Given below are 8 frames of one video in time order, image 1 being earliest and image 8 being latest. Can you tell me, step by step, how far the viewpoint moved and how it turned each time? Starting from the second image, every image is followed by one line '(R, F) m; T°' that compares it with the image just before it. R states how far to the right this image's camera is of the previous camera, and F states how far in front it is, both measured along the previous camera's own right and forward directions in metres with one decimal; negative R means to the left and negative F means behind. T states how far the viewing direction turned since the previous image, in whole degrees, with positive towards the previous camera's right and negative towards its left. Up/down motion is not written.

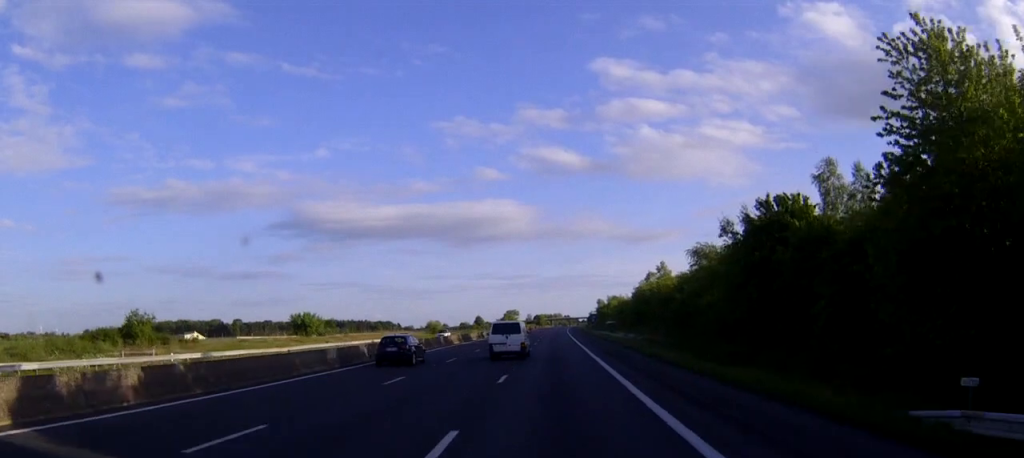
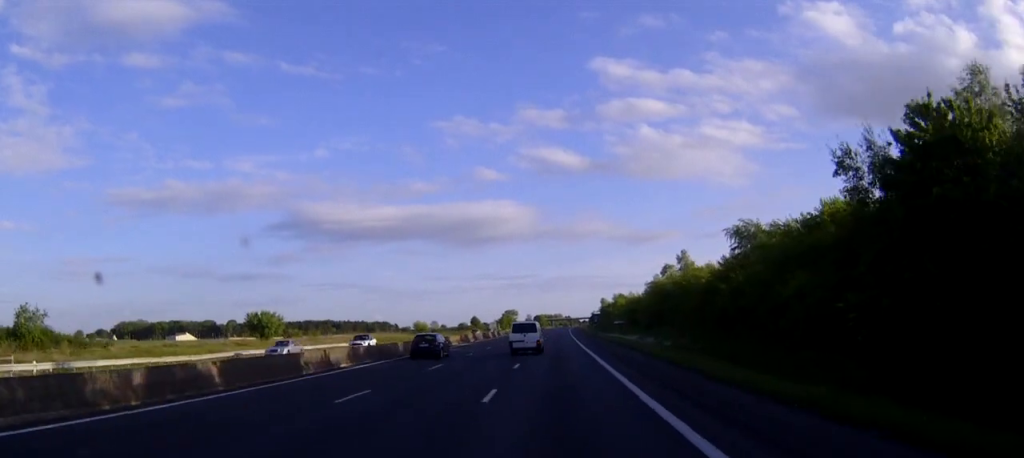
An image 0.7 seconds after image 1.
(0.0, +18.4) m; 0°
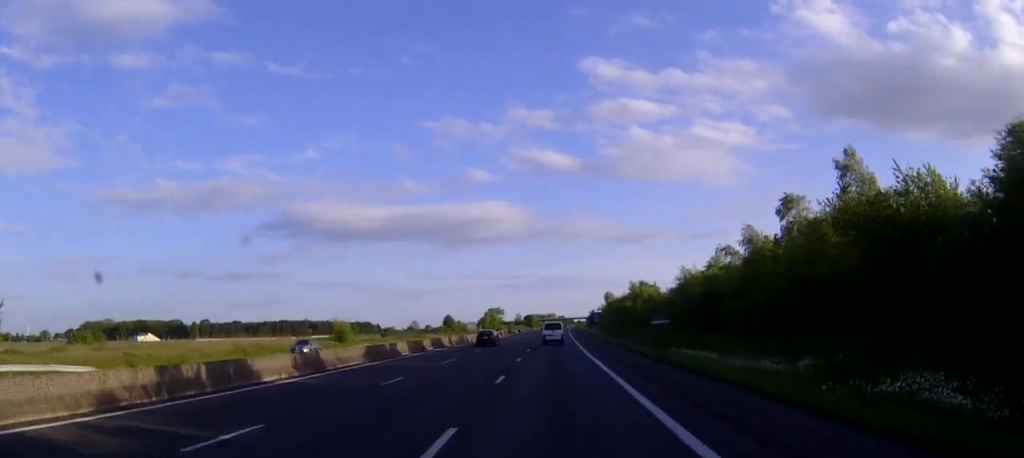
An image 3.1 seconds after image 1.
(+0.2, +59.5) m; +1°
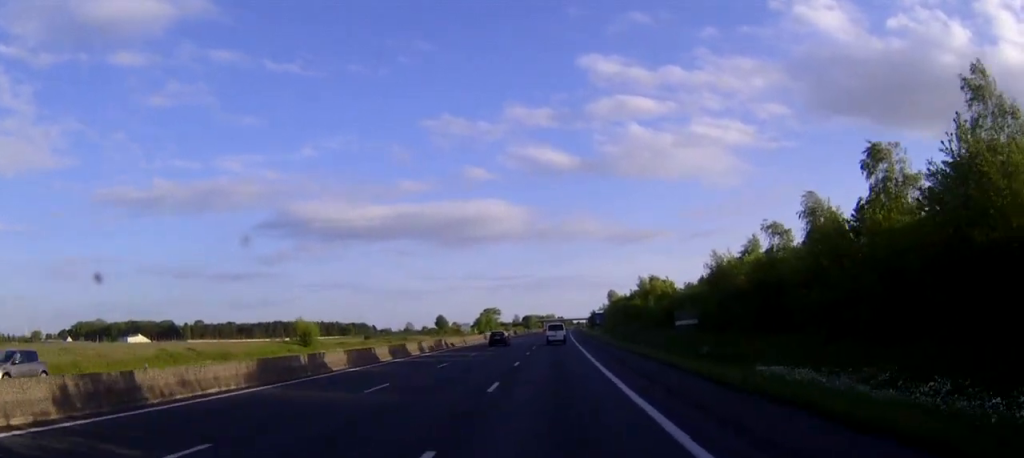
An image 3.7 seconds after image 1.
(0.0, +15.1) m; 0°
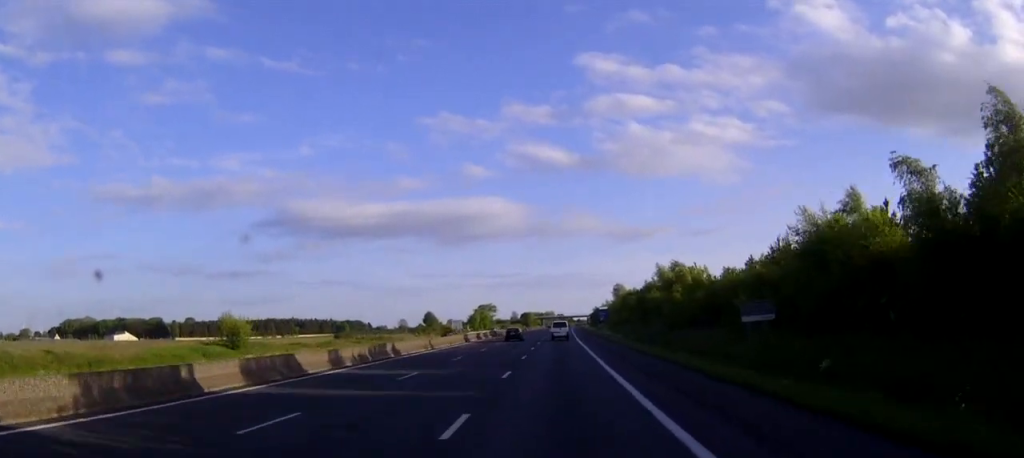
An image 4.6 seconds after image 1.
(0.0, +21.9) m; 0°
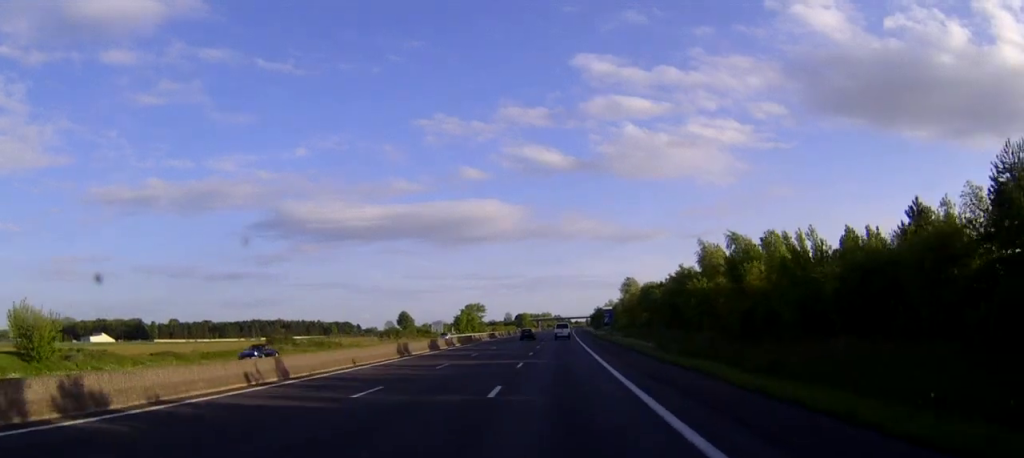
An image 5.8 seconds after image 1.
(0.0, +32.2) m; 0°
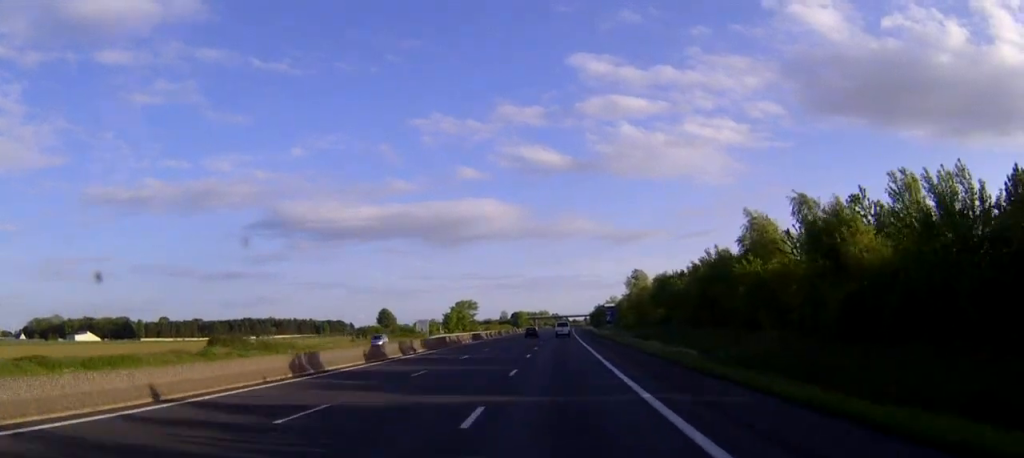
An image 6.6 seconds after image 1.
(0.0, +18.7) m; 0°
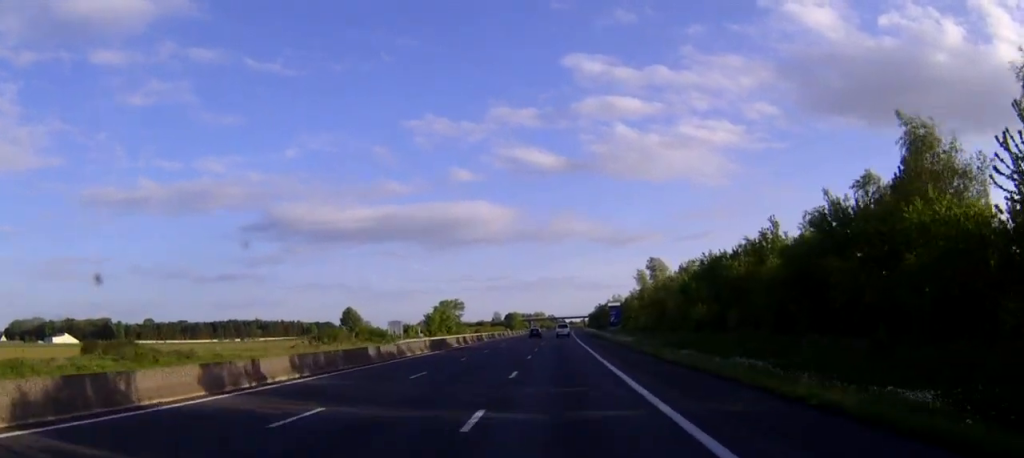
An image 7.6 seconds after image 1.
(+0.1, +26.4) m; 0°
